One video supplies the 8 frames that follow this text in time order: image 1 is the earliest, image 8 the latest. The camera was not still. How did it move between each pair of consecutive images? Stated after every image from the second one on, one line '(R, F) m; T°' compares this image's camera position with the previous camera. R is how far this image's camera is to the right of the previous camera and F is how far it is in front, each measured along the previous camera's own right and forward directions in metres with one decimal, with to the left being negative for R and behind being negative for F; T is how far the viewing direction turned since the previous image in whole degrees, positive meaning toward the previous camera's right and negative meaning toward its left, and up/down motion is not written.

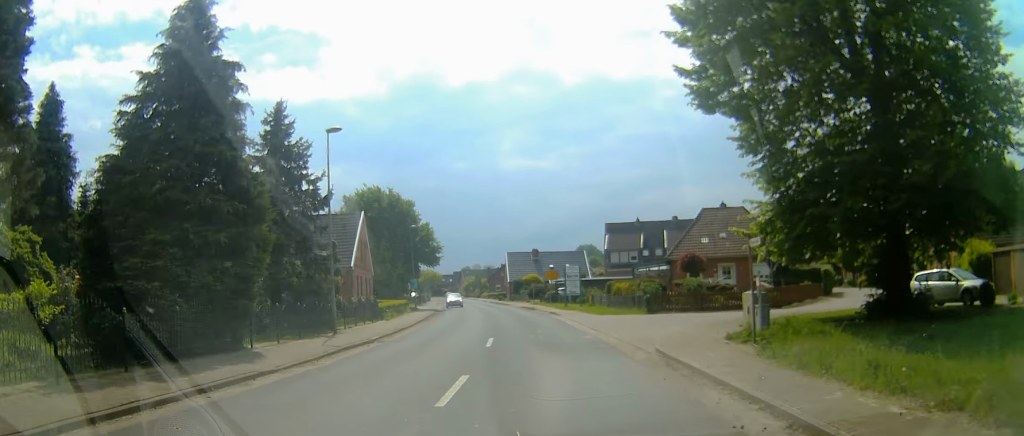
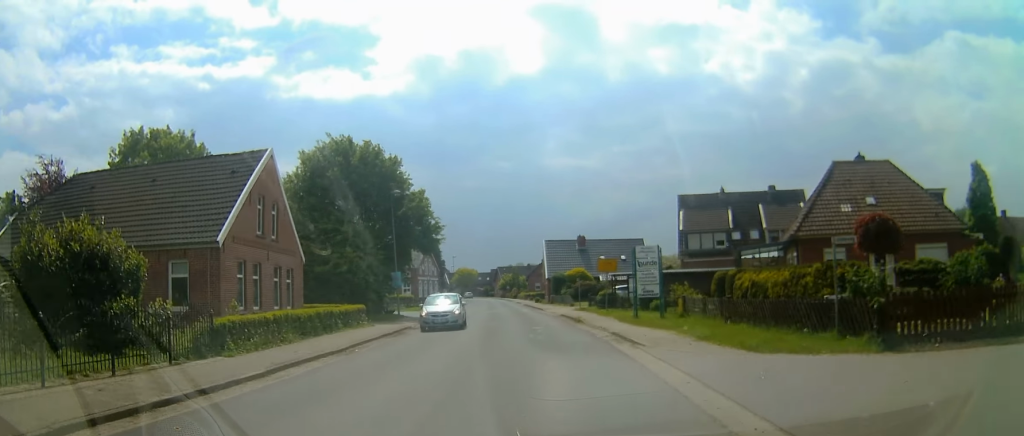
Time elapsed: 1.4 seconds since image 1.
(-1.1, +22.0) m; -5°
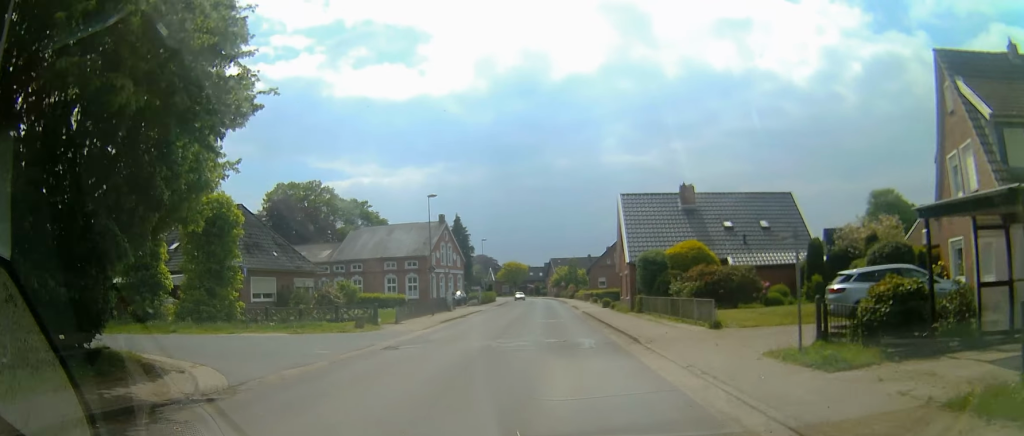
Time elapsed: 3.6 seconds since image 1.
(-3.0, +34.6) m; -7°
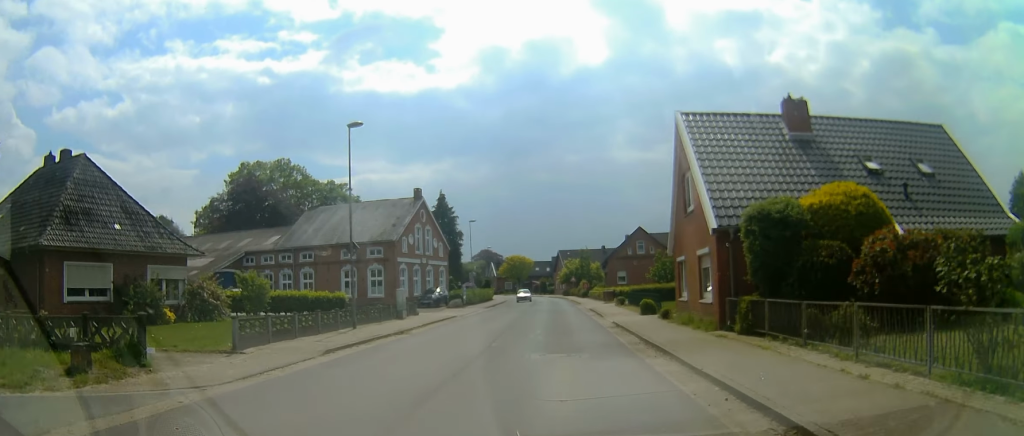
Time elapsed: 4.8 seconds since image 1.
(-0.3, +18.0) m; -2°
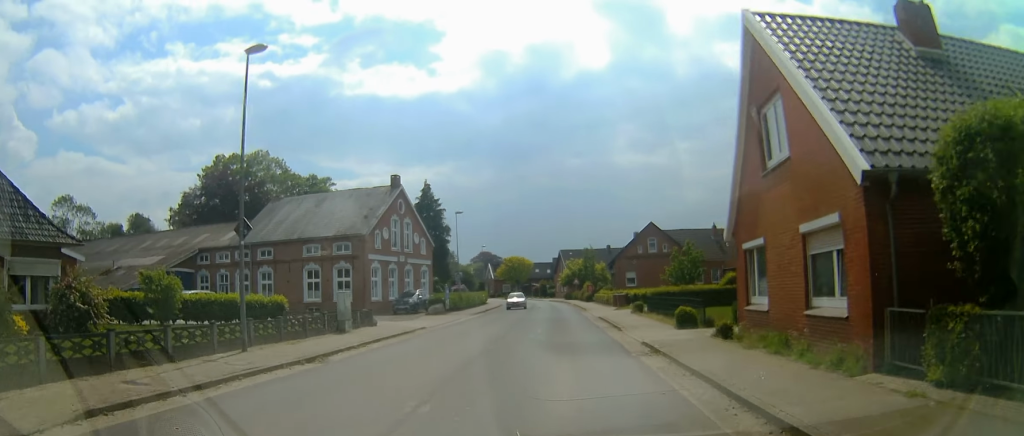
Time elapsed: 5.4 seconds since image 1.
(-0.1, +9.0) m; -1°
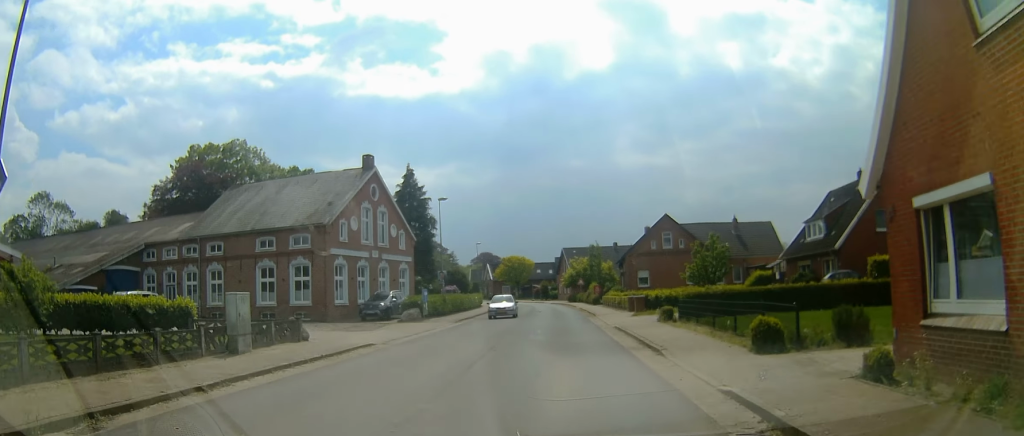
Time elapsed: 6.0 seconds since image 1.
(+0.1, +8.4) m; 0°
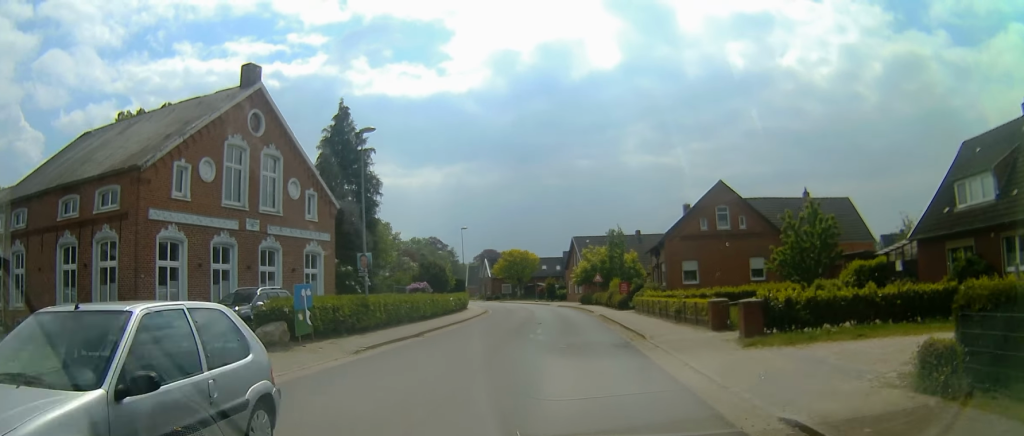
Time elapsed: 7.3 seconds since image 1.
(+0.1, +19.0) m; +2°
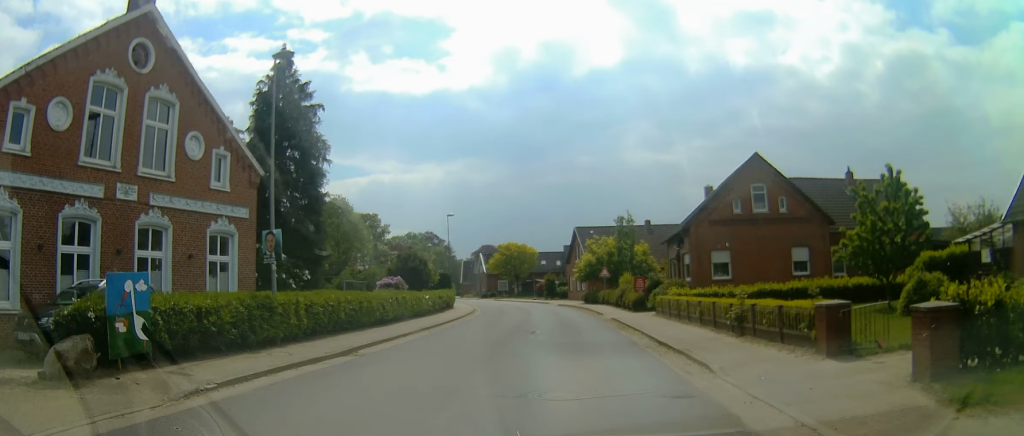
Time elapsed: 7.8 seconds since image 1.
(+0.5, +8.3) m; -1°
